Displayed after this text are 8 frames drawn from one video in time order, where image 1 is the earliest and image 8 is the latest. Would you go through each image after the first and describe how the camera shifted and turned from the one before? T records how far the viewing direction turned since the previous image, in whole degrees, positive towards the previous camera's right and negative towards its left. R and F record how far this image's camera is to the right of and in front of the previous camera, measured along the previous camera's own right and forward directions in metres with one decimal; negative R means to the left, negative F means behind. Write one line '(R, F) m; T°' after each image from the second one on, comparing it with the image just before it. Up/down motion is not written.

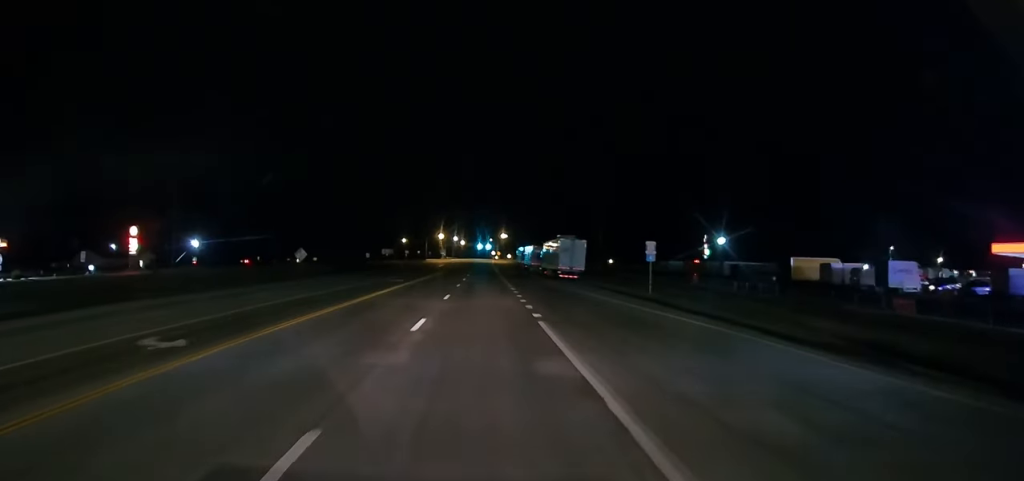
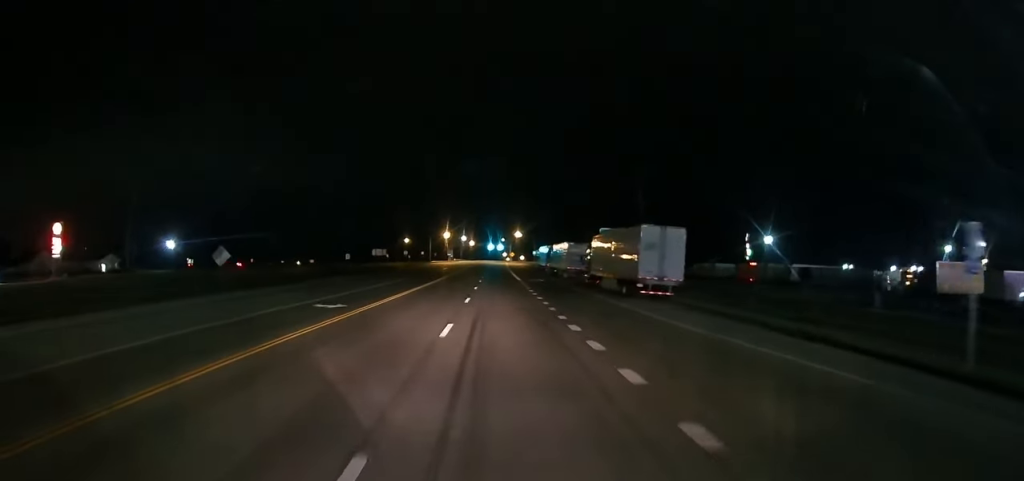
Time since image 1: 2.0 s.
(0.0, +23.3) m; 0°
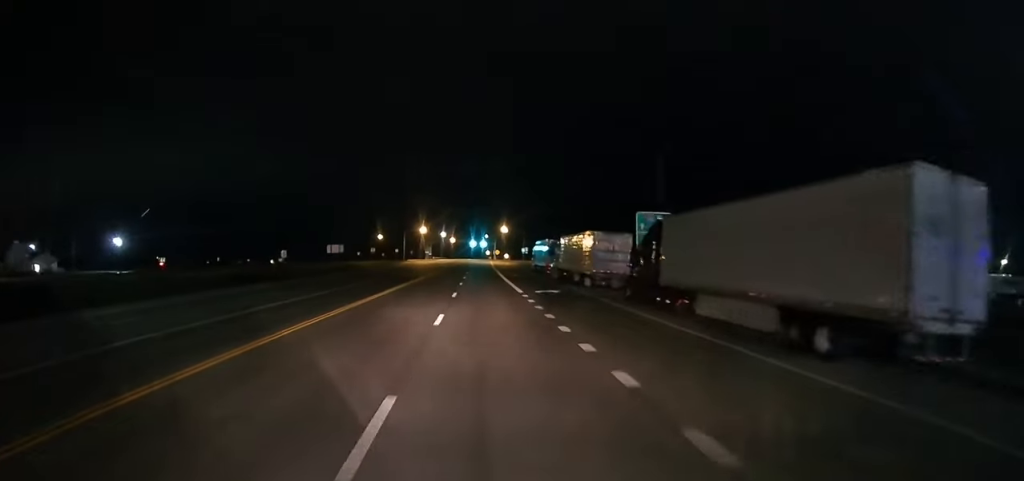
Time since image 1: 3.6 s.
(0.0, +20.9) m; 0°
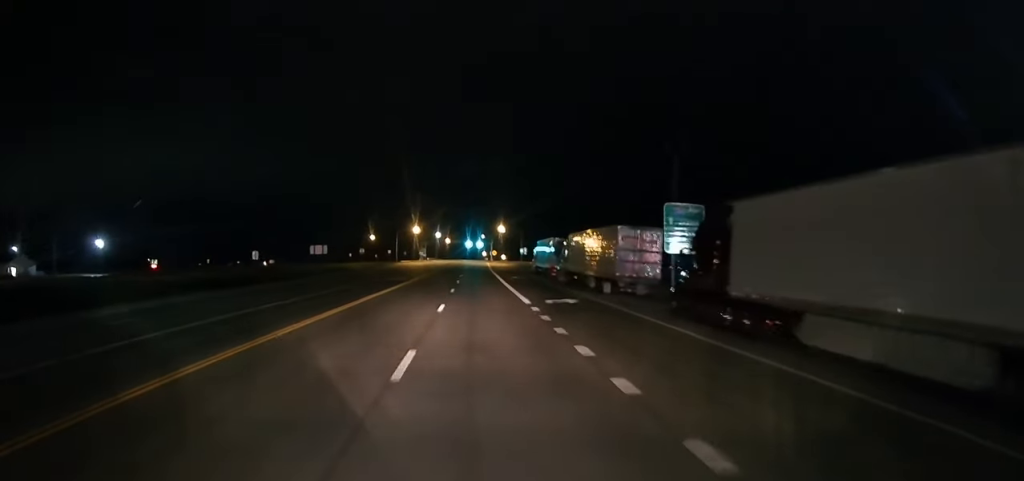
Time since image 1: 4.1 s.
(0.0, +7.3) m; 0°
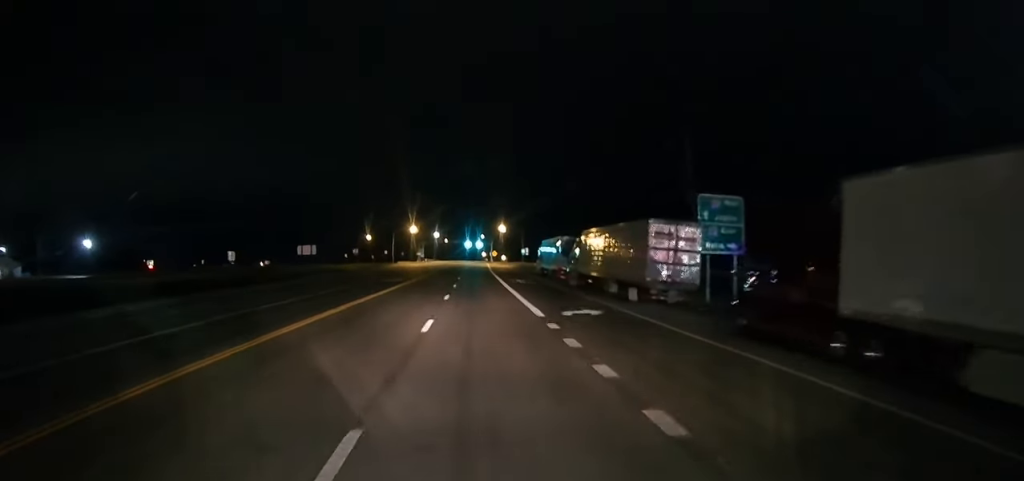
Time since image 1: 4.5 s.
(0.0, +5.7) m; 0°
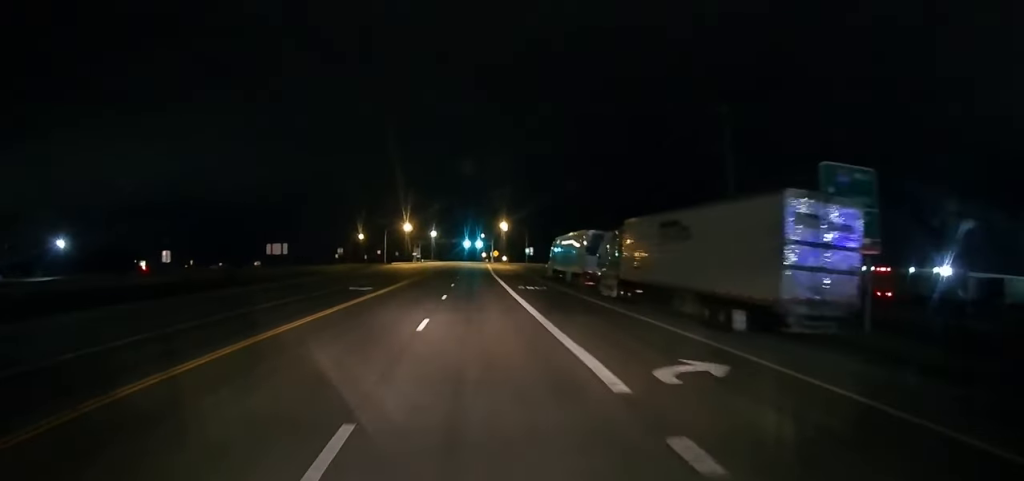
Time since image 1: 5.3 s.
(0.0, +11.6) m; +1°
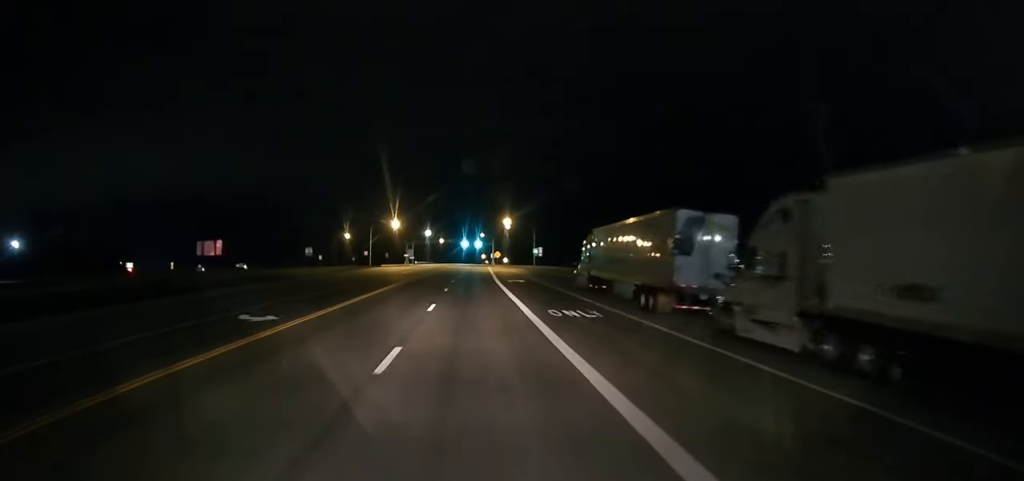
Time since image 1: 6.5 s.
(+0.3, +17.5) m; +2°
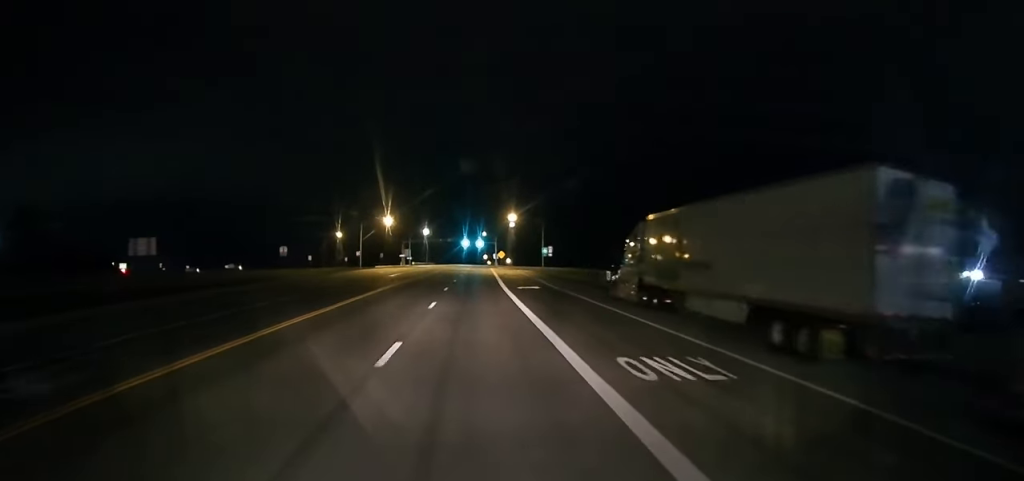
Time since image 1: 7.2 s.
(+0.2, +11.4) m; 0°
